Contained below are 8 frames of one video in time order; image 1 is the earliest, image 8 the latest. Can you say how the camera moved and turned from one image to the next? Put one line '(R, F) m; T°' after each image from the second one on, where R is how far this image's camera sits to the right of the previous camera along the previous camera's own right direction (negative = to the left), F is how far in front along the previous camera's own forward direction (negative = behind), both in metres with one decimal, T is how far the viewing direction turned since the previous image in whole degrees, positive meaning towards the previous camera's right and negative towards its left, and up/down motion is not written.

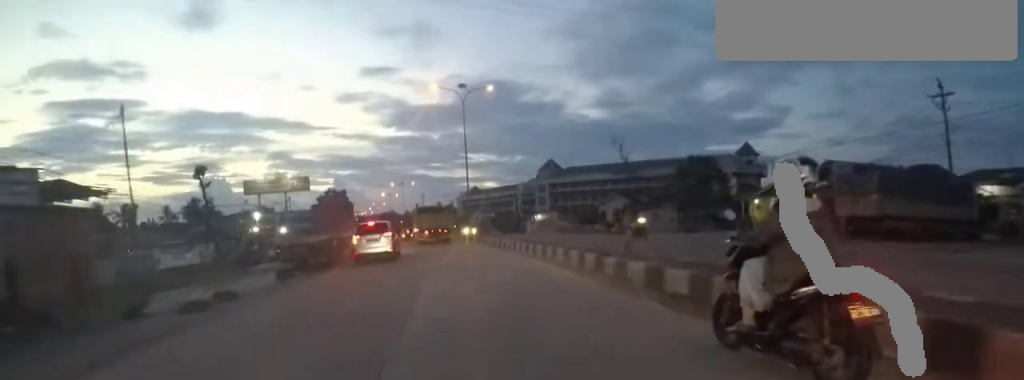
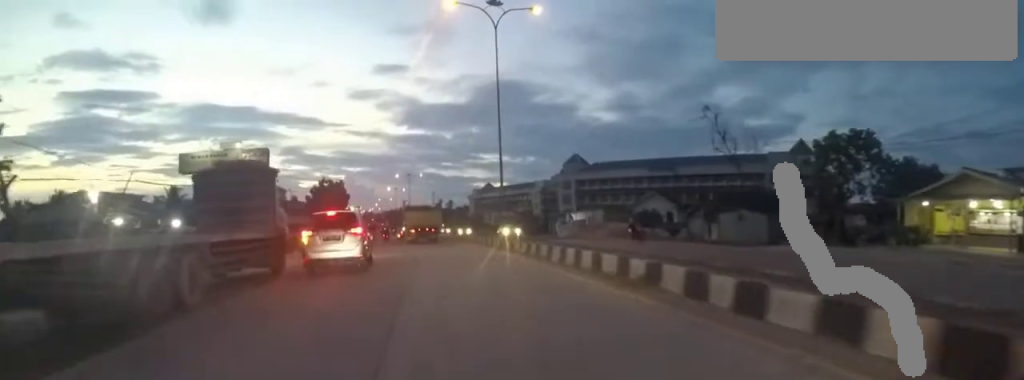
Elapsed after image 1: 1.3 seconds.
(0.0, +15.7) m; +1°
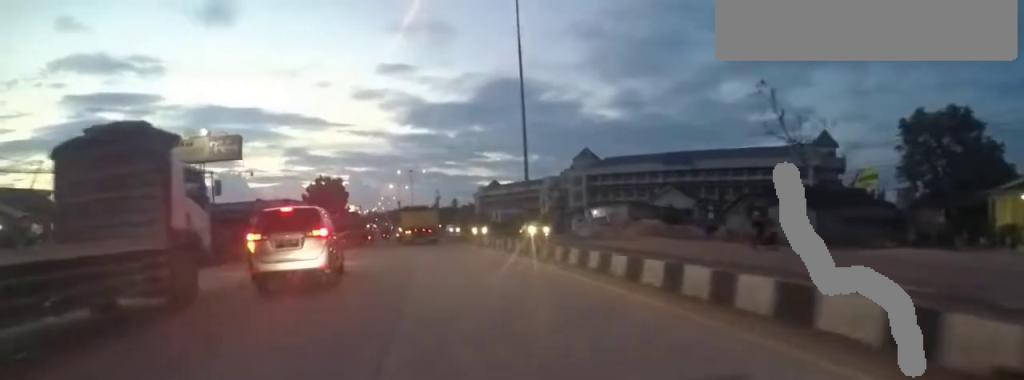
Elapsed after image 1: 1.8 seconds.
(0.0, +6.1) m; +1°
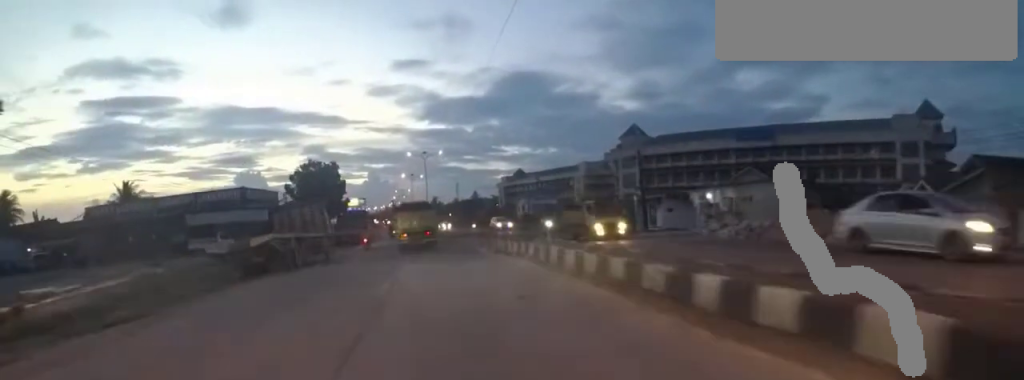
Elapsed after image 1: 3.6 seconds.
(+1.2, +20.7) m; -2°
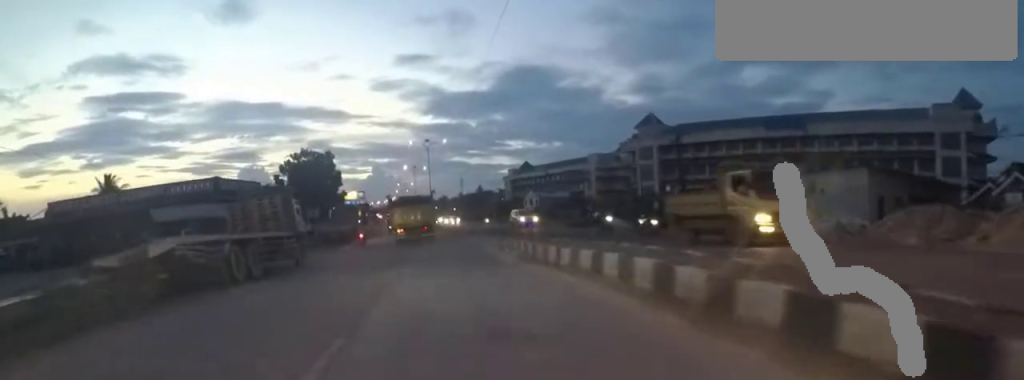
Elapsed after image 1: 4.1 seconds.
(-0.8, +6.5) m; -1°
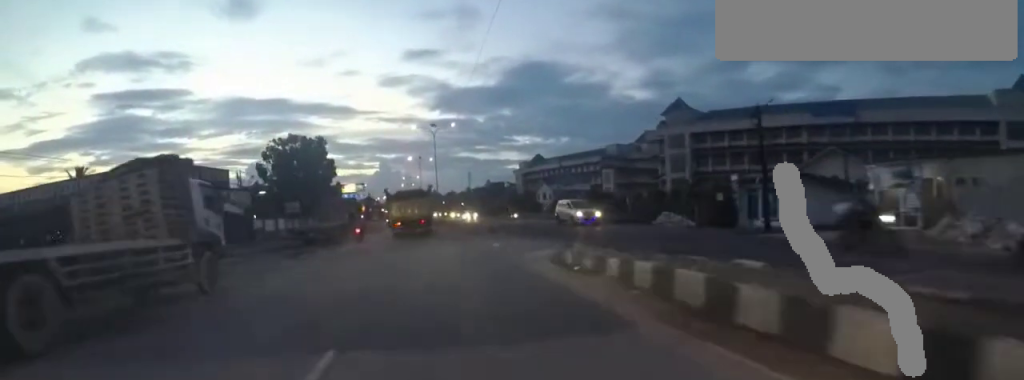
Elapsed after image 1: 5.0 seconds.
(-0.2, +9.4) m; -4°
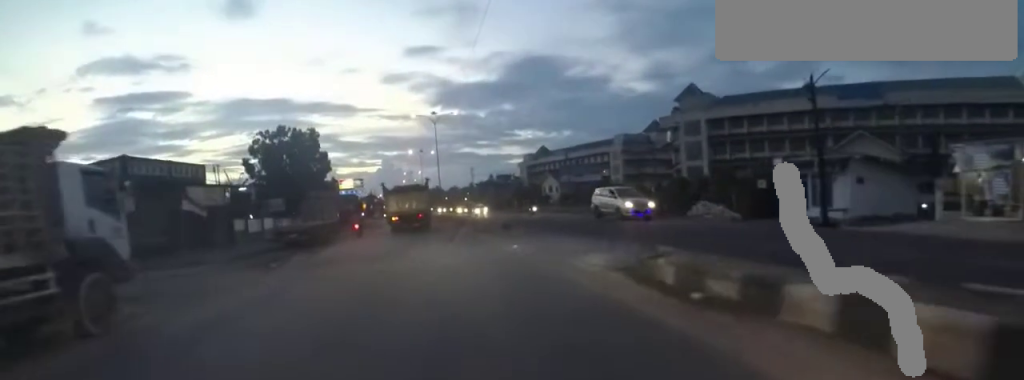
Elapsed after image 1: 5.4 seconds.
(+0.8, +4.7) m; -4°
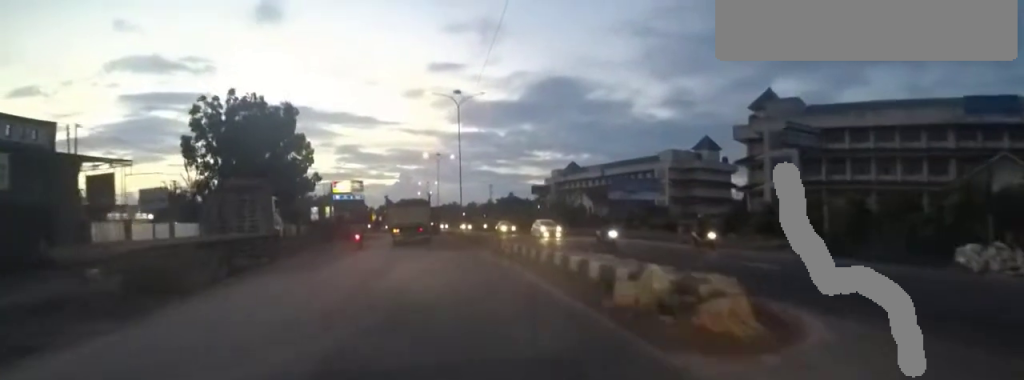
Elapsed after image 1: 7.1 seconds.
(-3.5, +19.0) m; -7°
